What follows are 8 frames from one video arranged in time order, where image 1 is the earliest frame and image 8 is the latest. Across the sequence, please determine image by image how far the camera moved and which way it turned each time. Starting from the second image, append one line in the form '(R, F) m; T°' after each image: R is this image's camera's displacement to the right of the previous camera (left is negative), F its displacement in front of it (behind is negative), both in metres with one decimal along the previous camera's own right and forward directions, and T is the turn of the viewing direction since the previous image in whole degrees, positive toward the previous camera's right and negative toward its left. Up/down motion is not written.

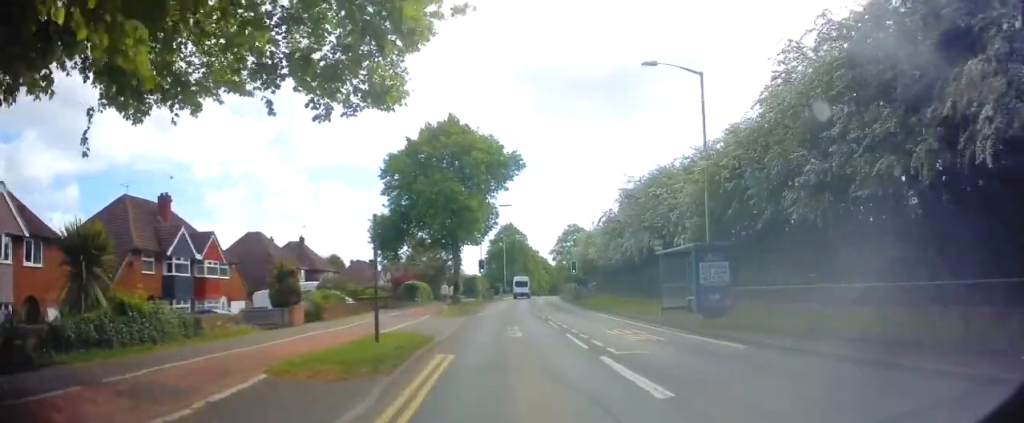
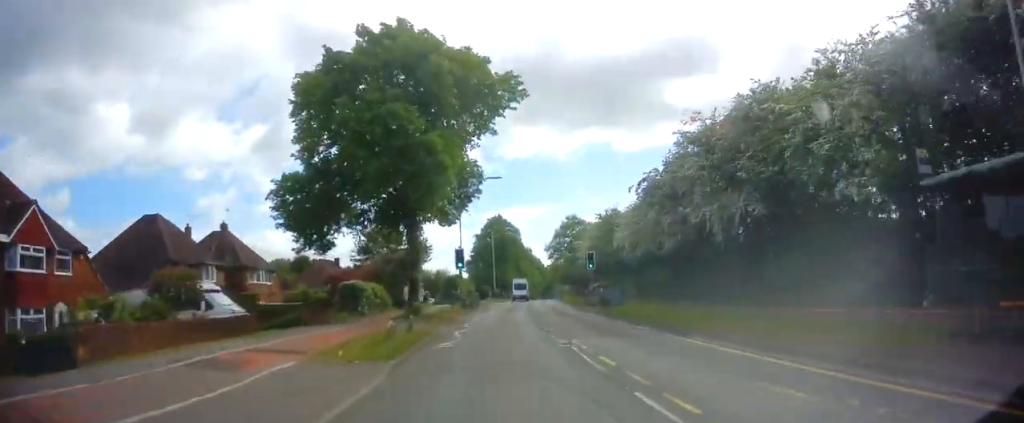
(+0.5, +15.4) m; +3°
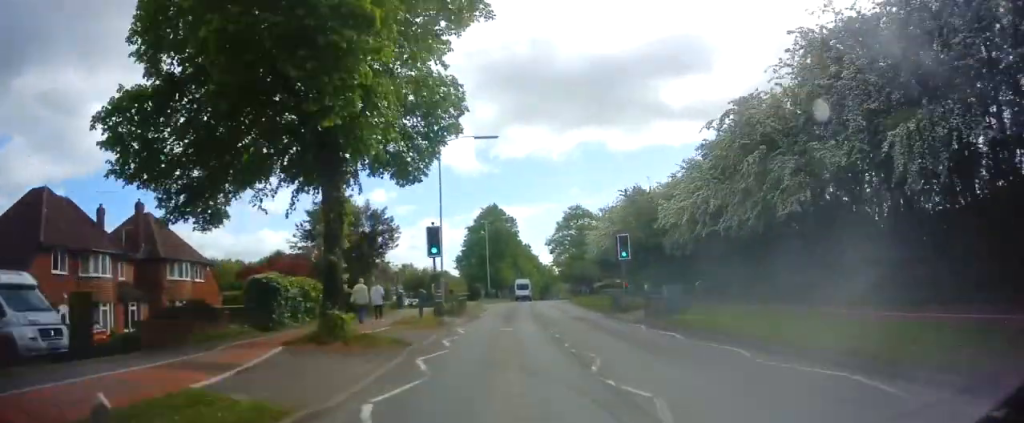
(+0.1, +11.3) m; 0°
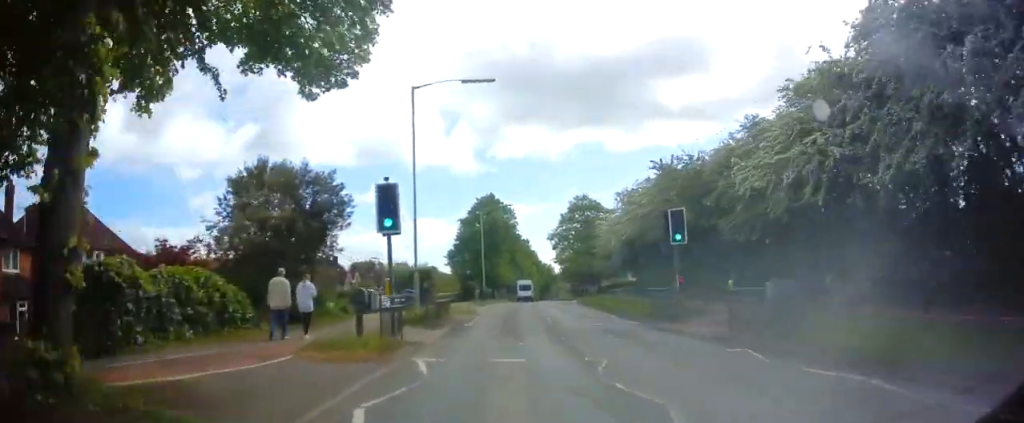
(0.0, +8.6) m; -1°
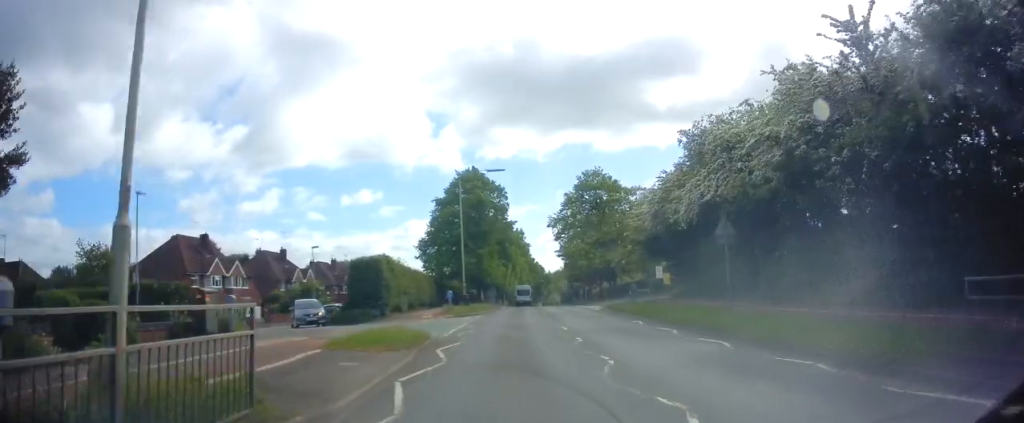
(-0.1, +17.0) m; +1°
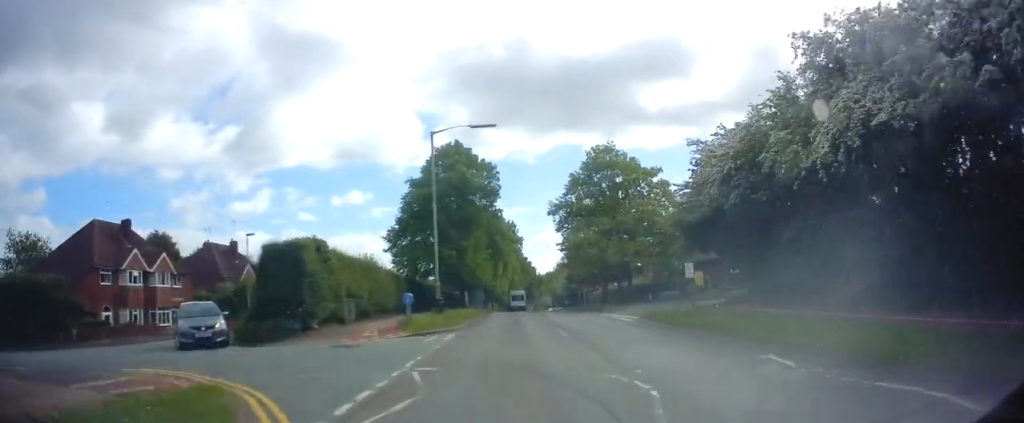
(+0.3, +11.2) m; +1°
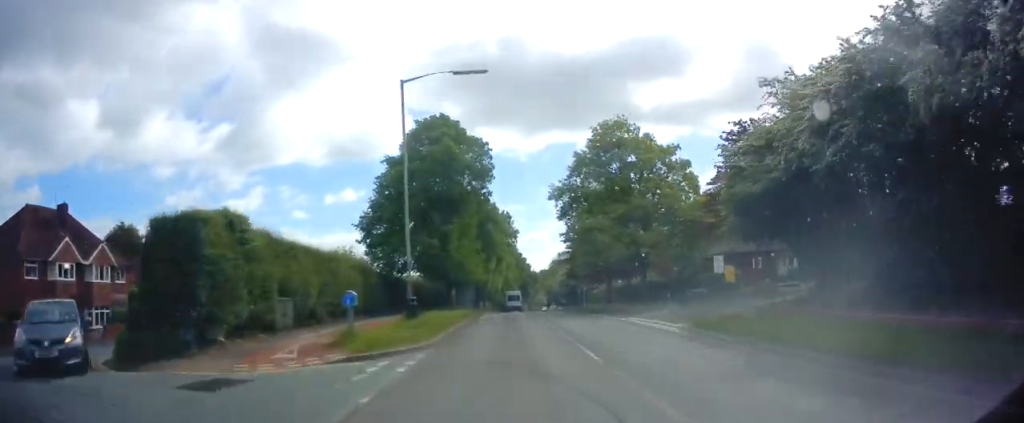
(0.0, +7.1) m; 0°
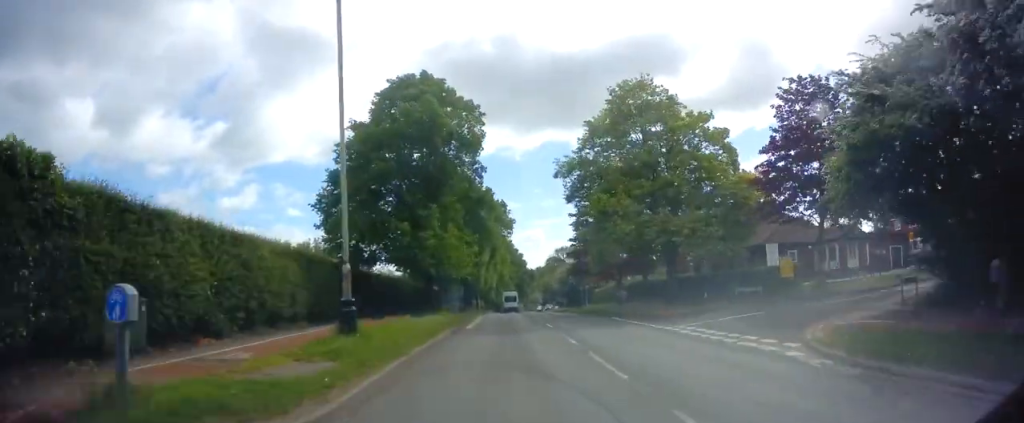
(0.0, +8.1) m; 0°
